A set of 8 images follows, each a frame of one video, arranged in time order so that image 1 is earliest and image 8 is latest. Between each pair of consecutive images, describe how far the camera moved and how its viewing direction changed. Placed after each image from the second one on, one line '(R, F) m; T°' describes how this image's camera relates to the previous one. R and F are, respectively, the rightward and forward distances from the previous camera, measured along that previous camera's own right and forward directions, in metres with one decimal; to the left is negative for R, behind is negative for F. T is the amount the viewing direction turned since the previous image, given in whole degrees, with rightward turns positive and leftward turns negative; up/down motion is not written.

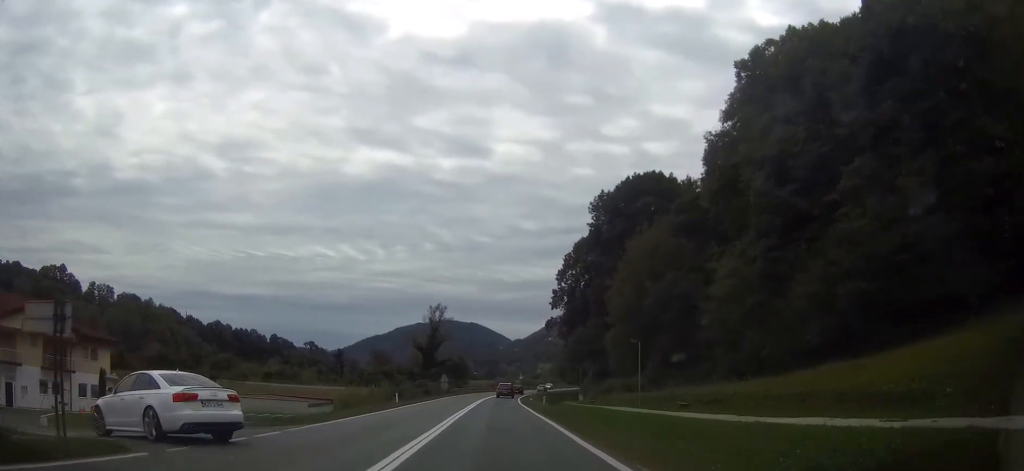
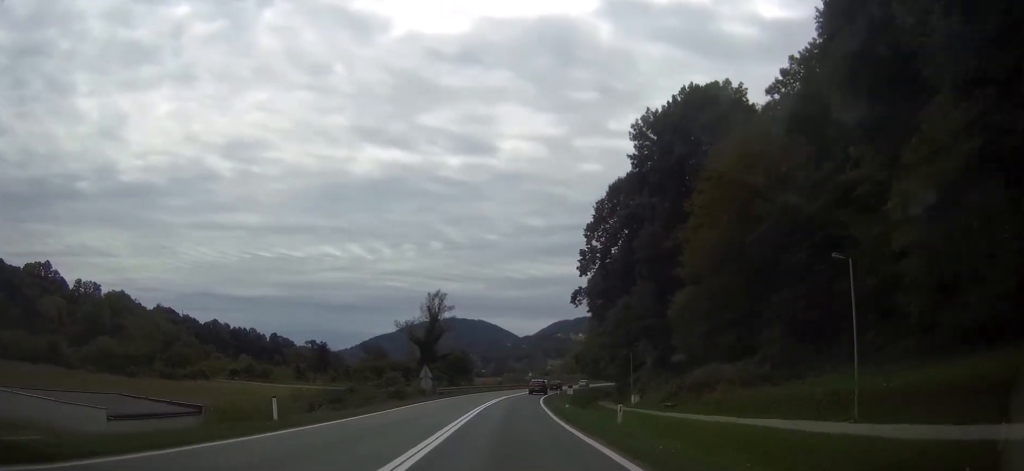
(-0.2, +26.6) m; 0°
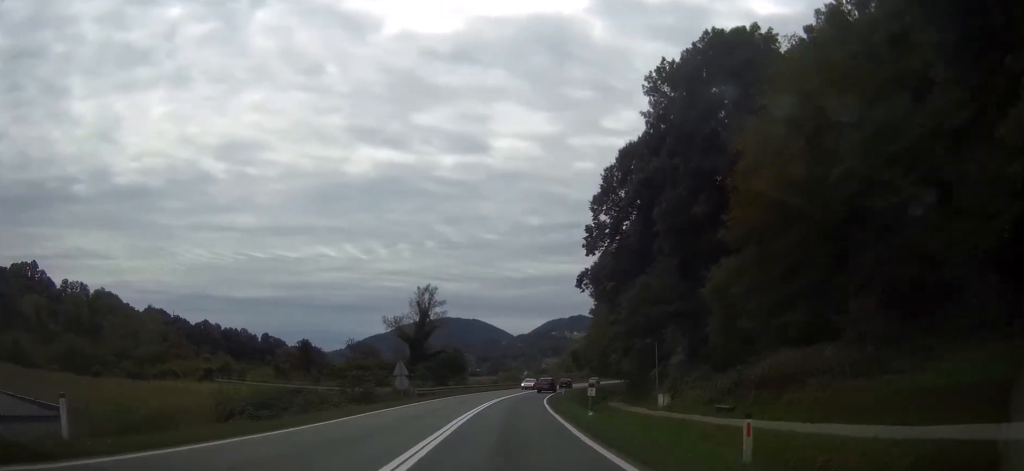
(0.0, +10.3) m; 0°
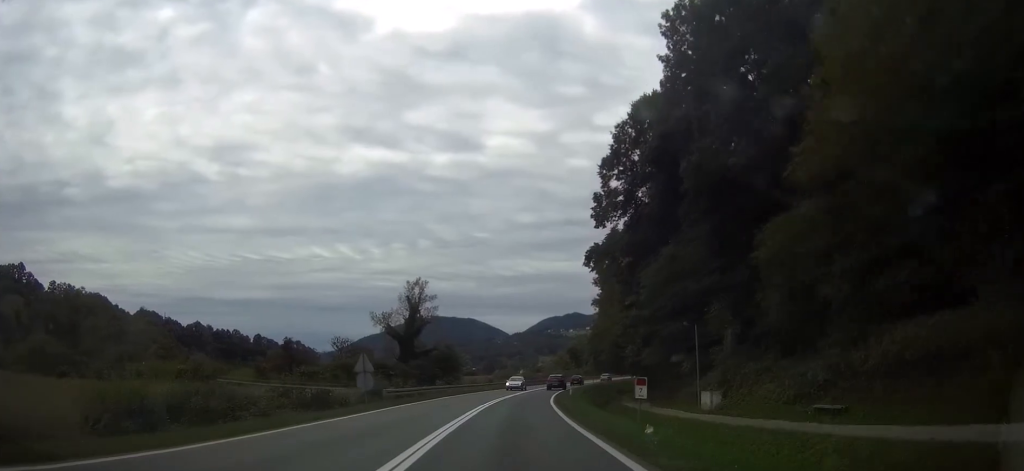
(0.0, +9.7) m; 0°
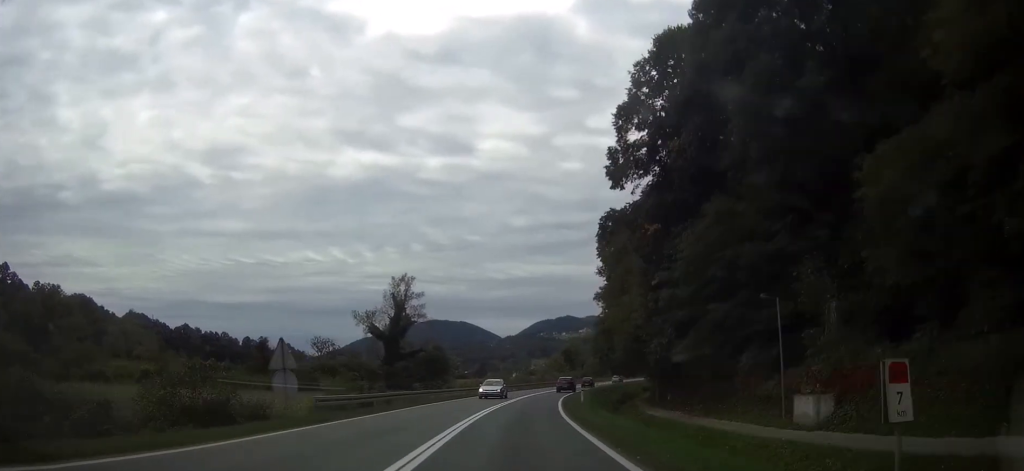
(0.0, +10.9) m; +1°
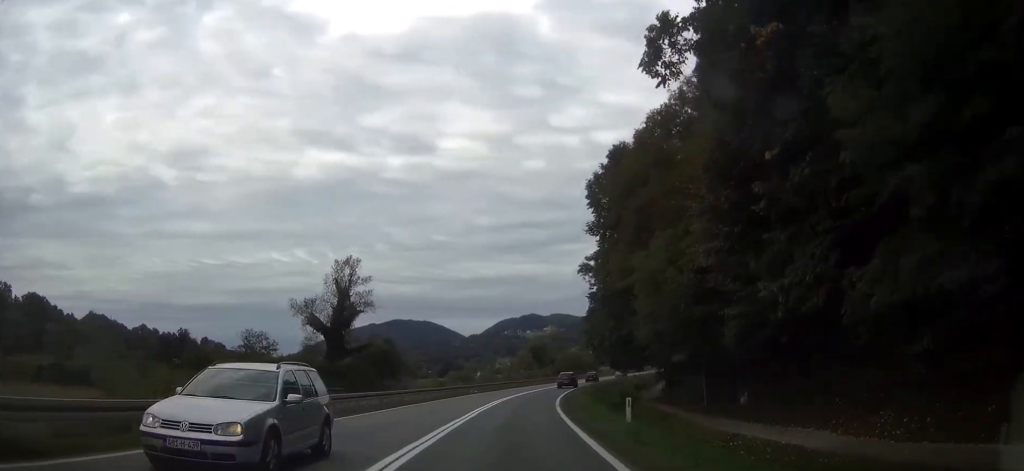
(+0.3, +21.0) m; +2°
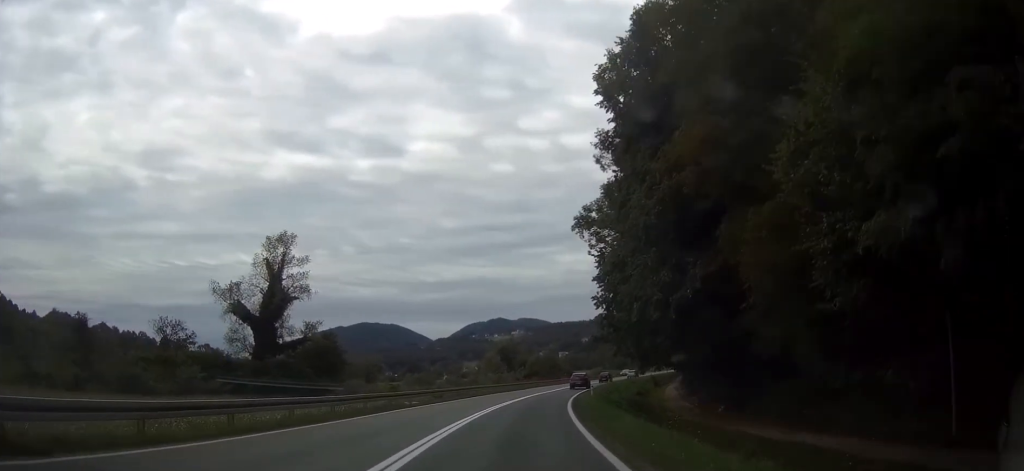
(+0.4, +23.3) m; +2°
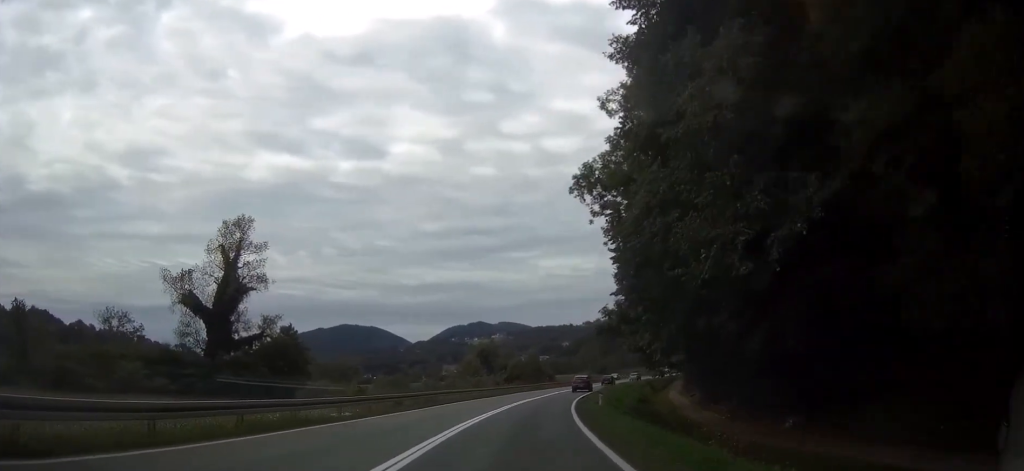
(0.0, +12.3) m; +1°
